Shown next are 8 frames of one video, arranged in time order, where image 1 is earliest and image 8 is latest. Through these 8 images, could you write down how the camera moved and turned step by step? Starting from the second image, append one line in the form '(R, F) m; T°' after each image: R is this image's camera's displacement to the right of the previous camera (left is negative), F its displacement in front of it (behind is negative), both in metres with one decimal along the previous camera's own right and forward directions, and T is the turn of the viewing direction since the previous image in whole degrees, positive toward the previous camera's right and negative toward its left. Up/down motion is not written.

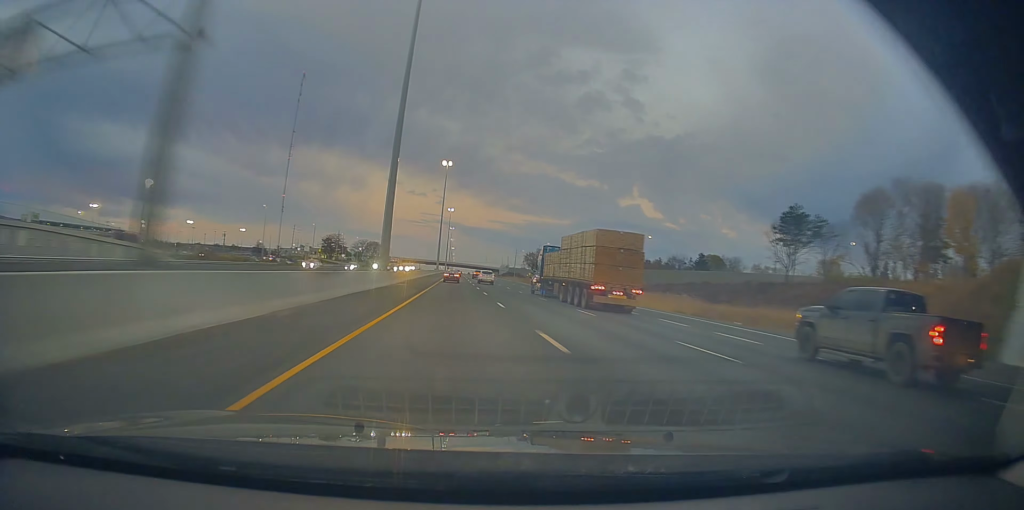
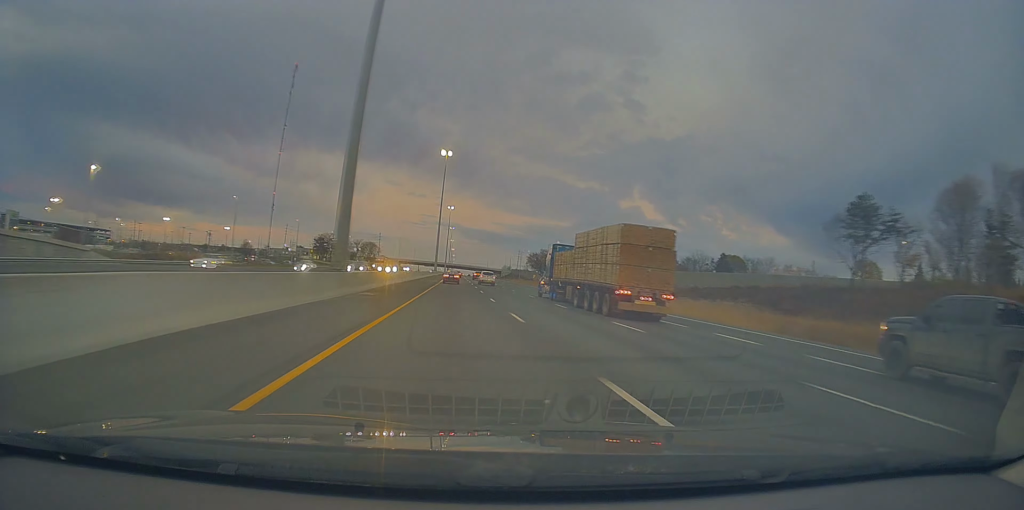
(-0.1, +18.1) m; 0°
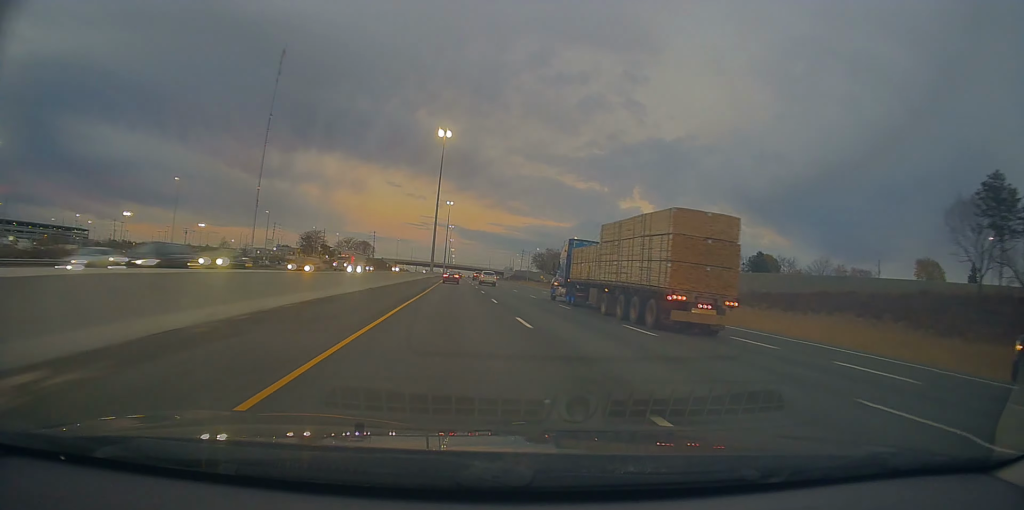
(-0.2, +25.0) m; 0°
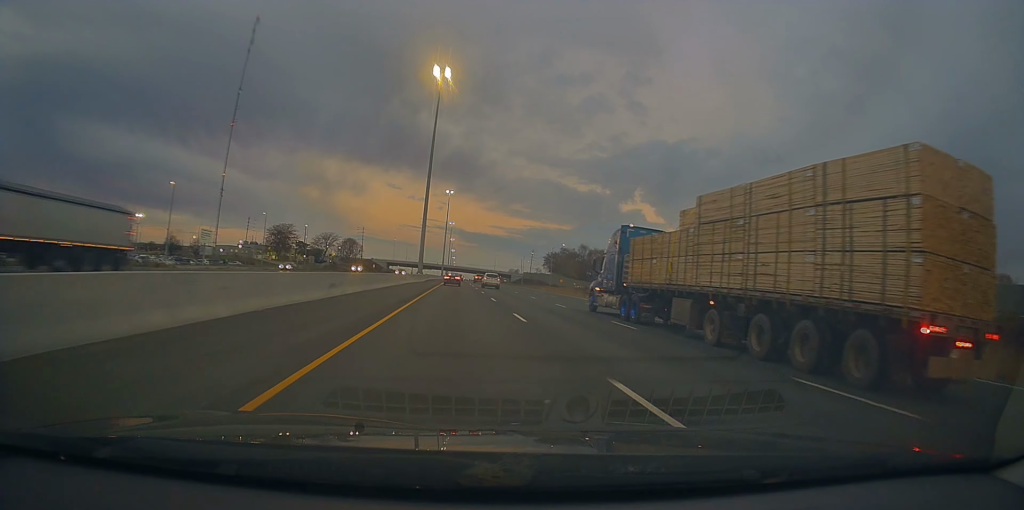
(+0.2, +46.6) m; 0°
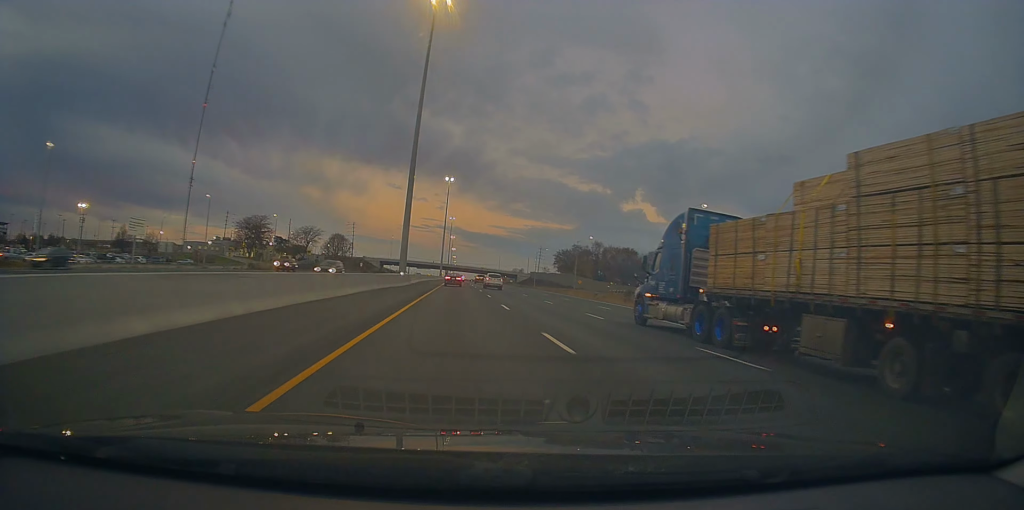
(-0.1, +30.8) m; 0°
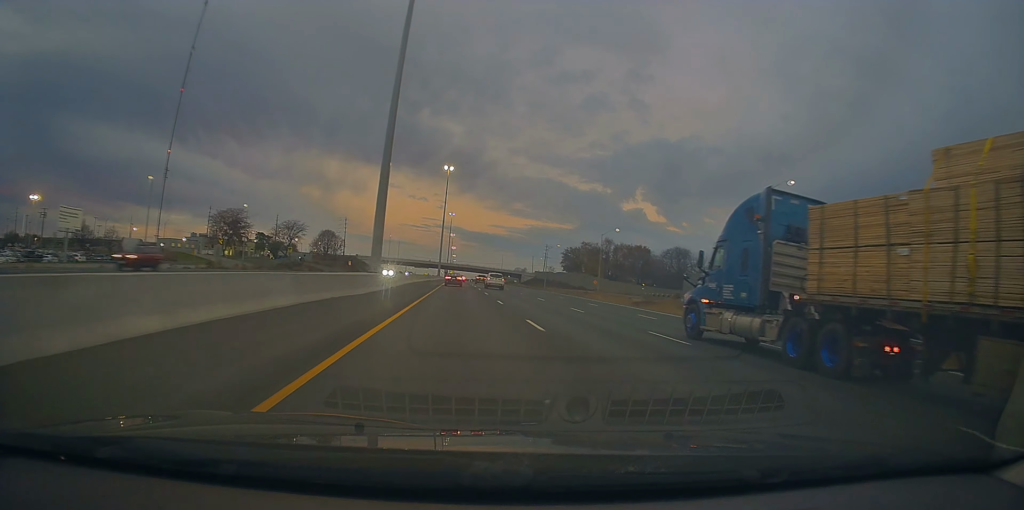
(+0.3, +20.5) m; 0°
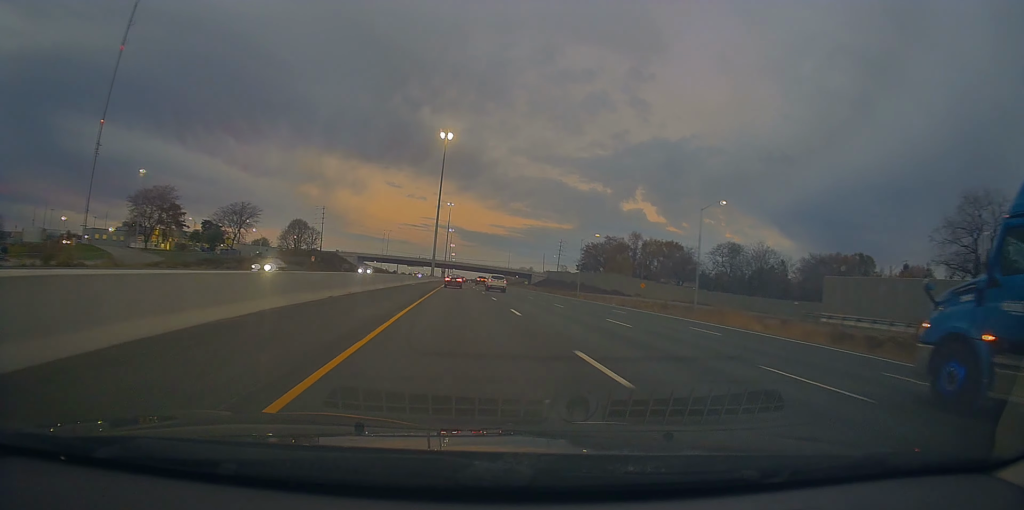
(-0.9, +43.4) m; -2°
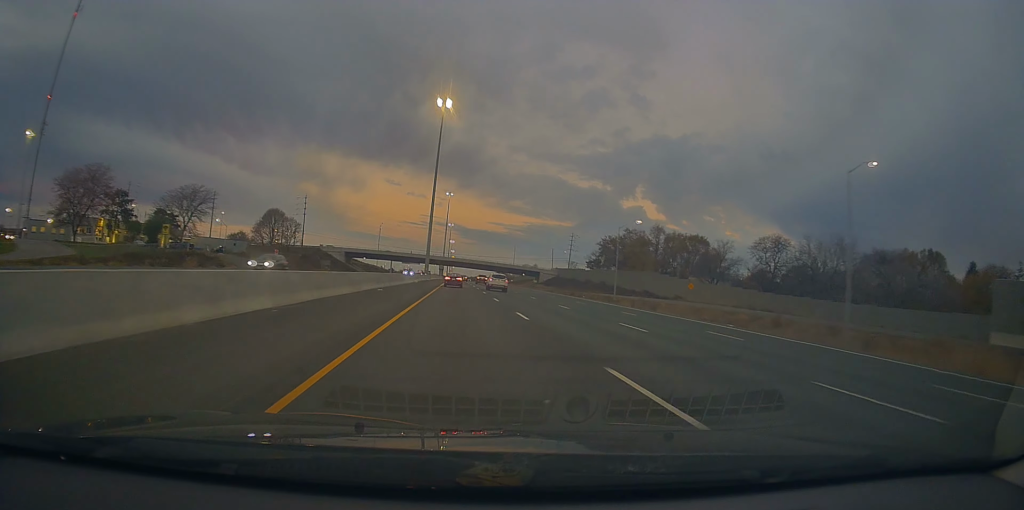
(-0.5, +26.3) m; +1°
